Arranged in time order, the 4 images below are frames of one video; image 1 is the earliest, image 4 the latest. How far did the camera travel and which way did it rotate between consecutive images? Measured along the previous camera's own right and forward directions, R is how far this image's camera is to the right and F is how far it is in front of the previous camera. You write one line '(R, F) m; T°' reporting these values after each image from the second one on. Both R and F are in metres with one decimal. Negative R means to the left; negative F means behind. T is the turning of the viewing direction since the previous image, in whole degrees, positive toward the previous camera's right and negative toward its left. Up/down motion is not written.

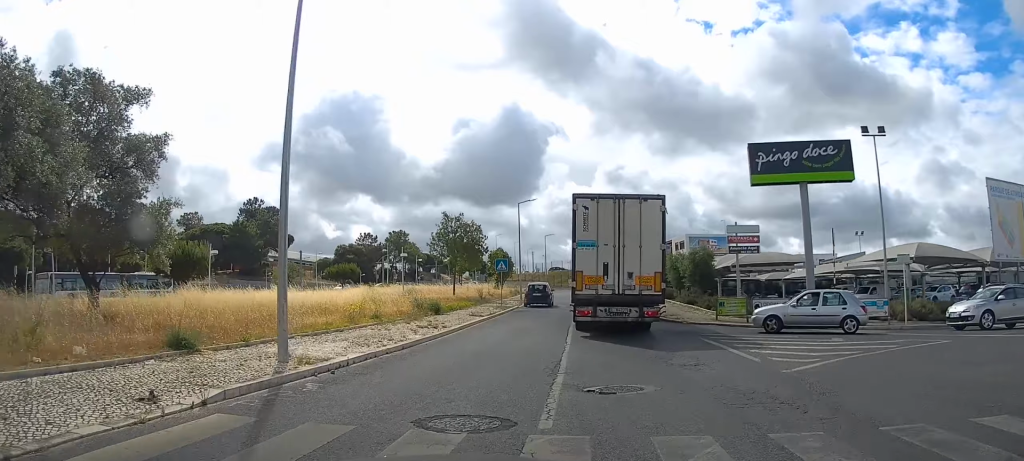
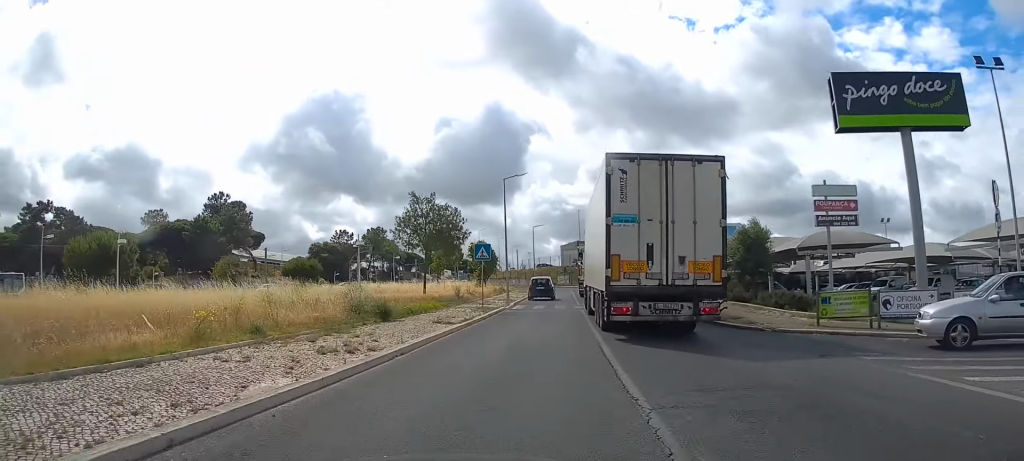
(-0.1, +11.5) m; 0°
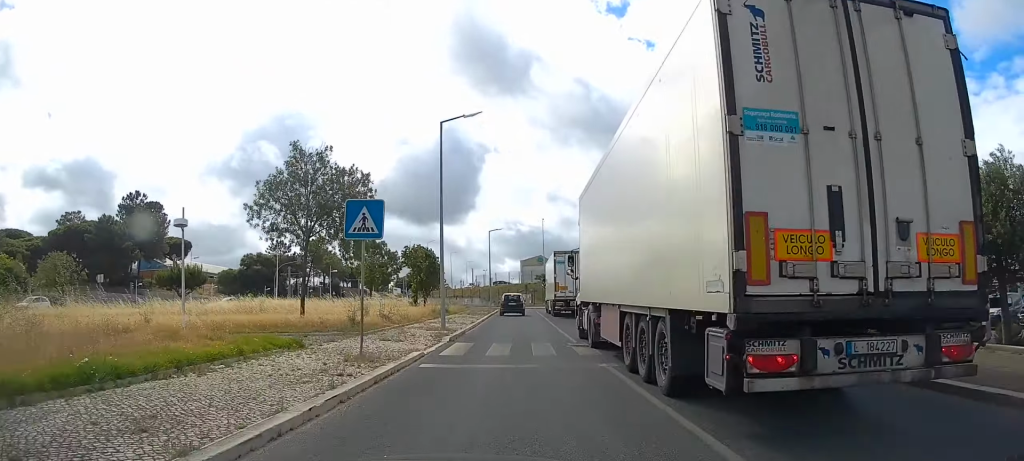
(0.0, +17.8) m; +1°
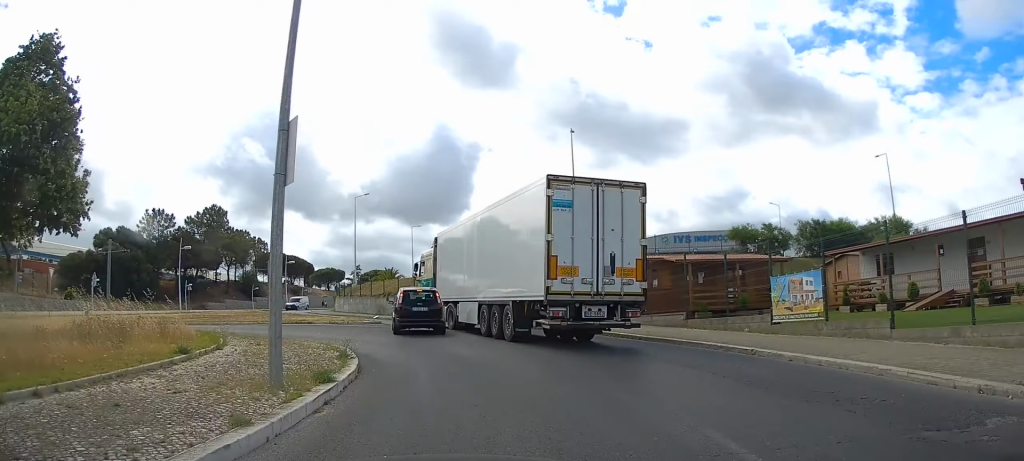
(+1.8, +50.4) m; +3°
